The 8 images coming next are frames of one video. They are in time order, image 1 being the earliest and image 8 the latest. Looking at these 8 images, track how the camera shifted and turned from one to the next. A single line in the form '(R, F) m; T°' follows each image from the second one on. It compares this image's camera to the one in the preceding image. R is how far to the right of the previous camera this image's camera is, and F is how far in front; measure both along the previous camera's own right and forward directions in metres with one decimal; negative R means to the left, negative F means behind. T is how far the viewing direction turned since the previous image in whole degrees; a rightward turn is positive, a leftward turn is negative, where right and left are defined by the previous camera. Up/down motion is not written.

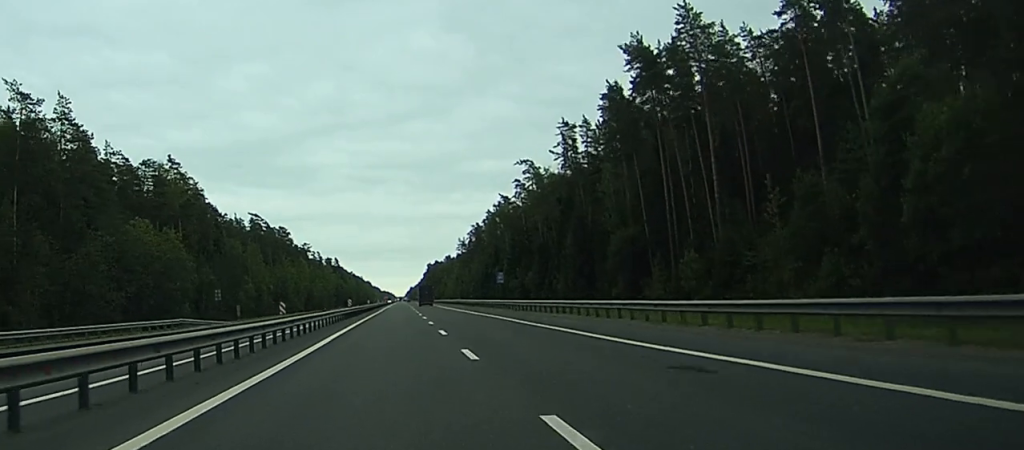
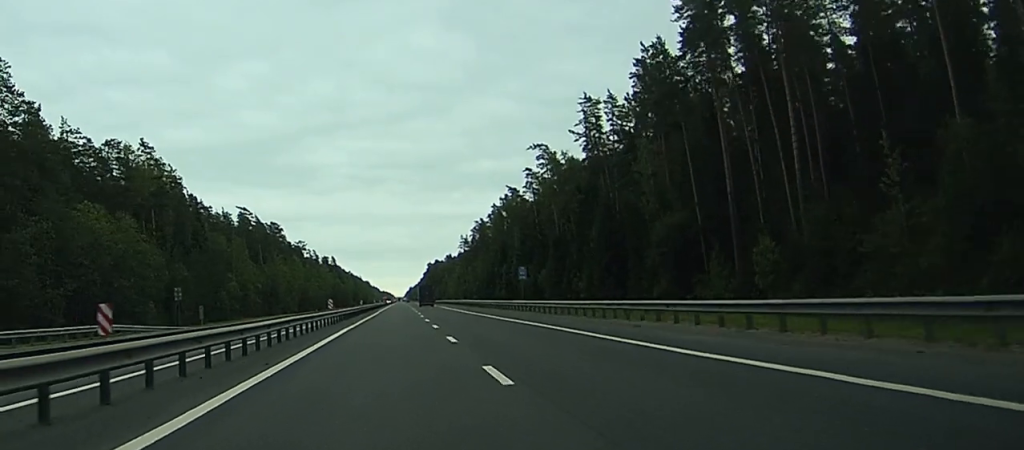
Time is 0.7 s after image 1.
(-0.1, +17.9) m; 0°
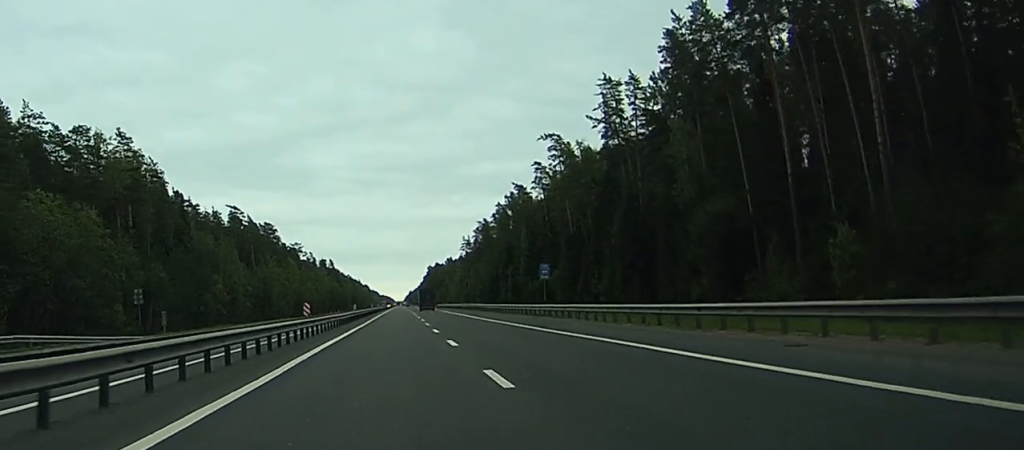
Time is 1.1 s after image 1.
(0.0, +12.6) m; 0°
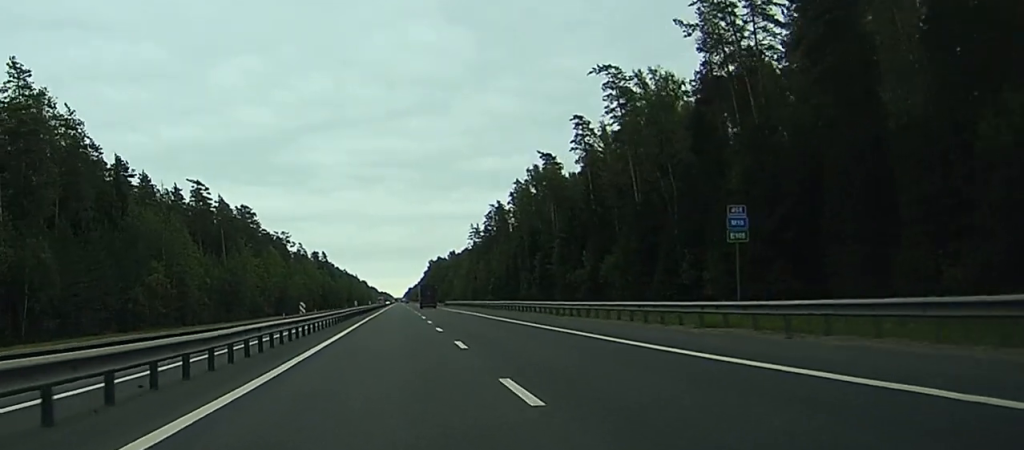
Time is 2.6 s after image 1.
(+0.2, +39.7) m; 0°
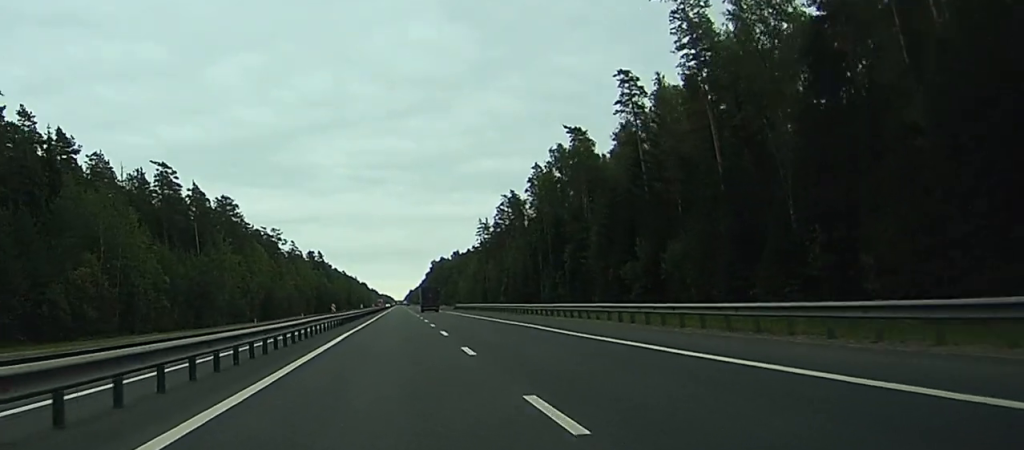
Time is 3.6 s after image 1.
(-0.4, +27.2) m; 0°
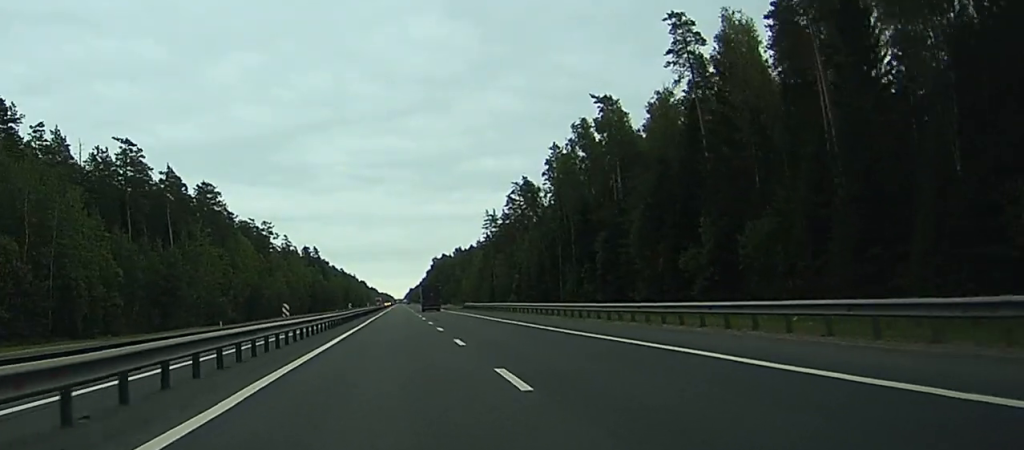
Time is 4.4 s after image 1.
(+0.4, +20.9) m; 0°
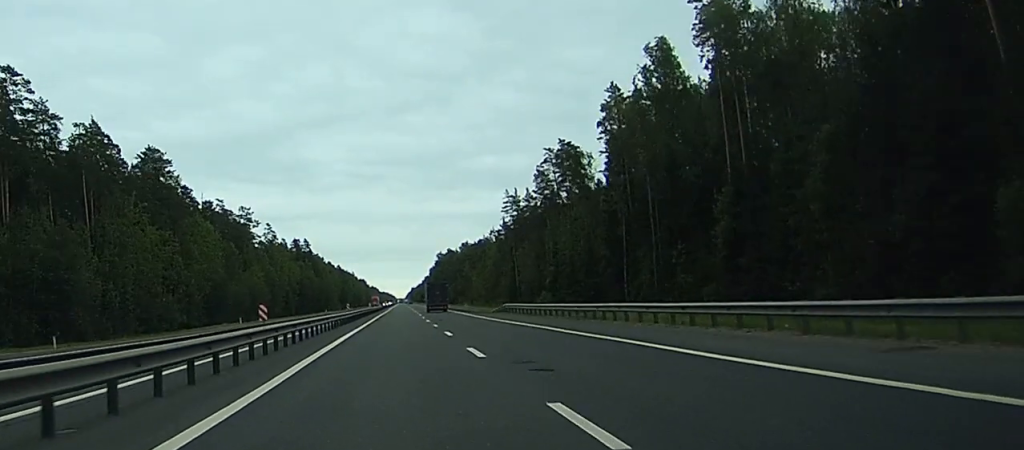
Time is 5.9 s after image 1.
(-0.8, +42.4) m; -2°
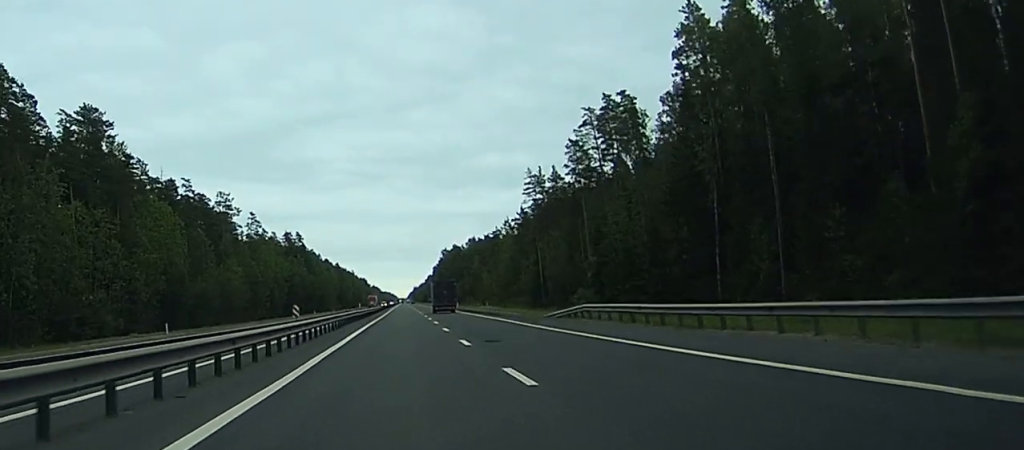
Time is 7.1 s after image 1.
(-0.1, +30.9) m; 0°
